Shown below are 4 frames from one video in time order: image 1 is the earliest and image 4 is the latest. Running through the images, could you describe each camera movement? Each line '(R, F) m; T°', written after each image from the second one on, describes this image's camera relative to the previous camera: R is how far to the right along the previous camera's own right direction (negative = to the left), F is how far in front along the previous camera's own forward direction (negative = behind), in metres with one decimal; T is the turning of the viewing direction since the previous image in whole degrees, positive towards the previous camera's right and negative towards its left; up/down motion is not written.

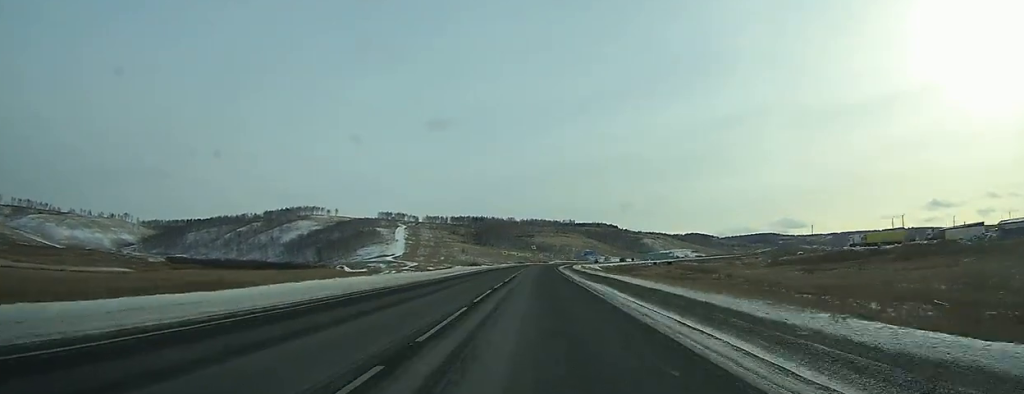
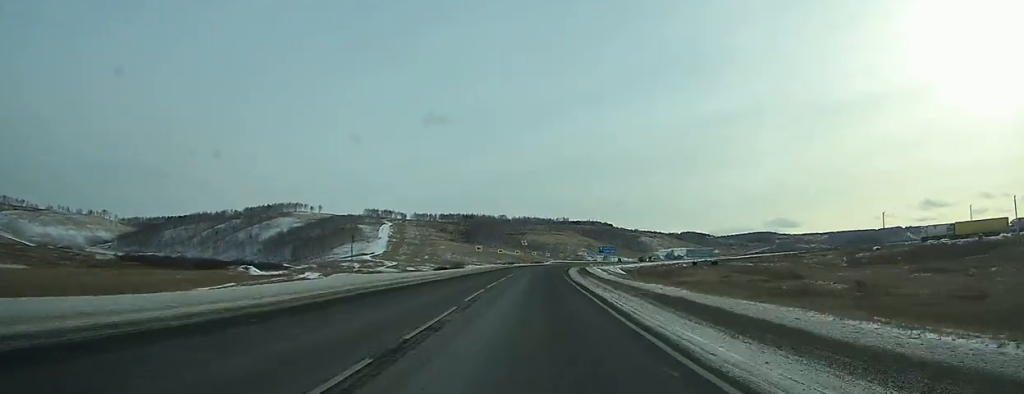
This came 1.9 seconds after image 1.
(+0.2, +47.2) m; +1°
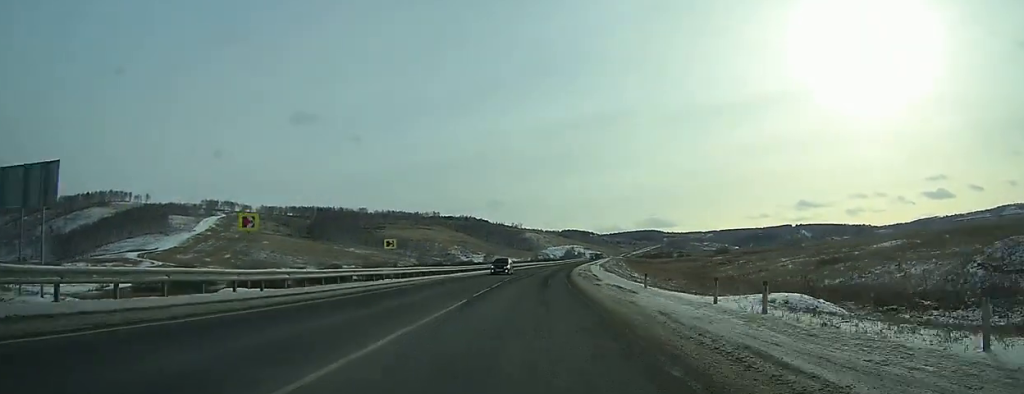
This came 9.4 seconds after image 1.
(+13.0, +161.0) m; +10°
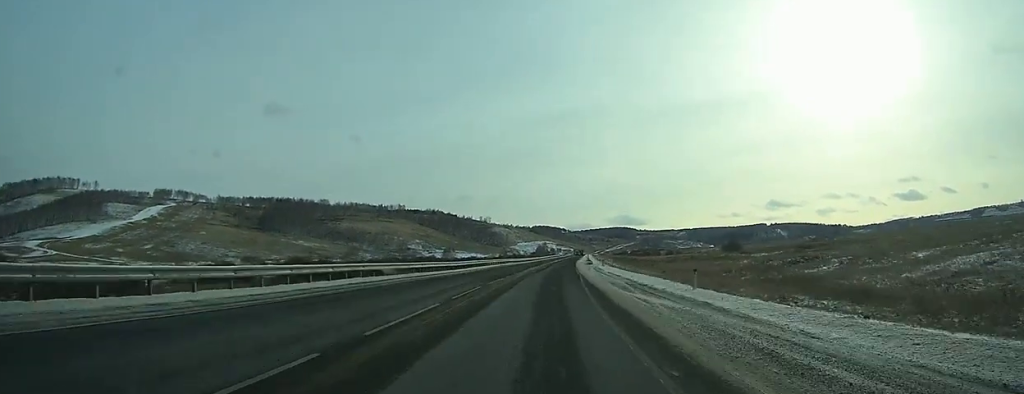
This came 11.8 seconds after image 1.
(+1.4, +46.2) m; +4°
